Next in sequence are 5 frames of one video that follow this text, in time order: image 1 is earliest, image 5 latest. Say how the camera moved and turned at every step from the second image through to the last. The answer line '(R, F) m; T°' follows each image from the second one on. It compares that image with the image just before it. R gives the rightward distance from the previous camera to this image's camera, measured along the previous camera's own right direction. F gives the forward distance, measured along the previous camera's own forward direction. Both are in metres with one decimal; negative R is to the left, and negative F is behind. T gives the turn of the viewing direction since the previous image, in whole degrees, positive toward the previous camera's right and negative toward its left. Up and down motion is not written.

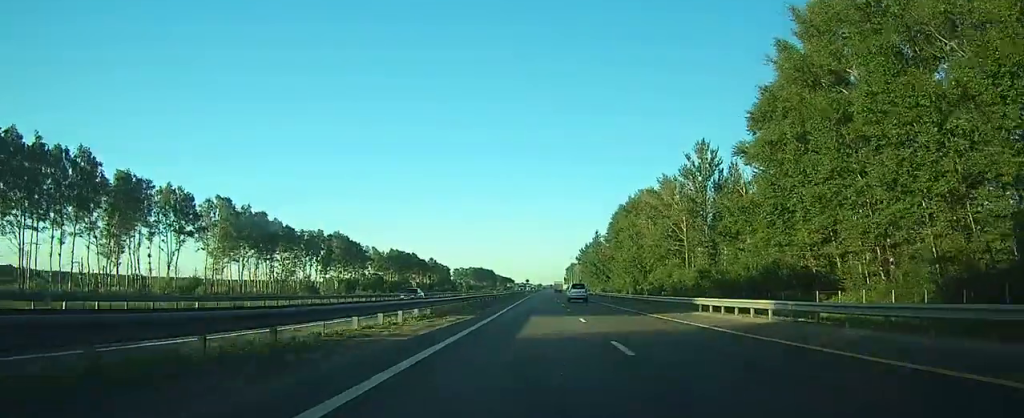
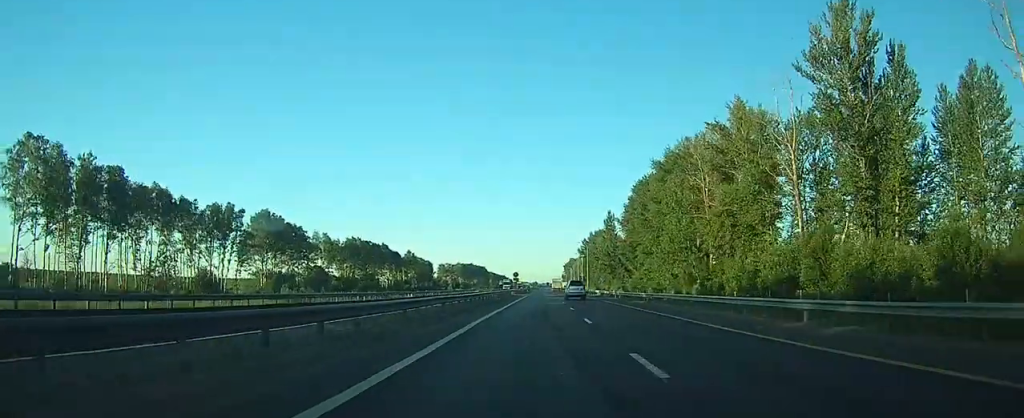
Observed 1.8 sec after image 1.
(+0.2, +51.1) m; 0°
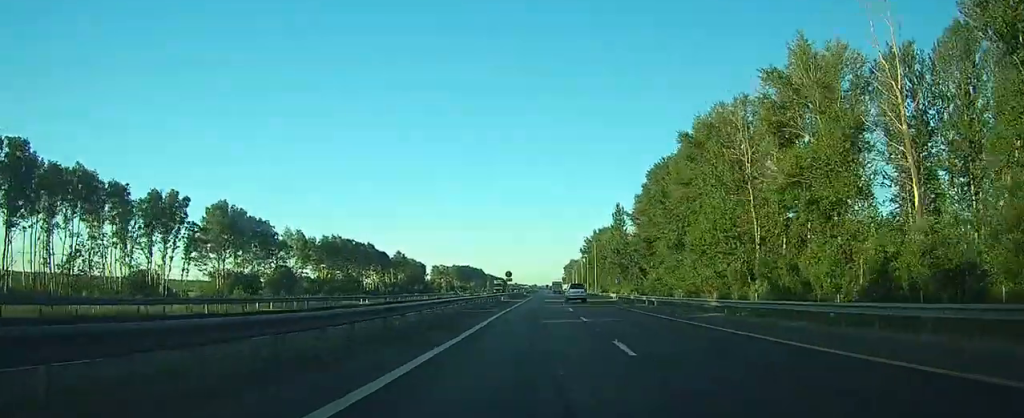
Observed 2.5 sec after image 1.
(0.0, +20.9) m; 0°
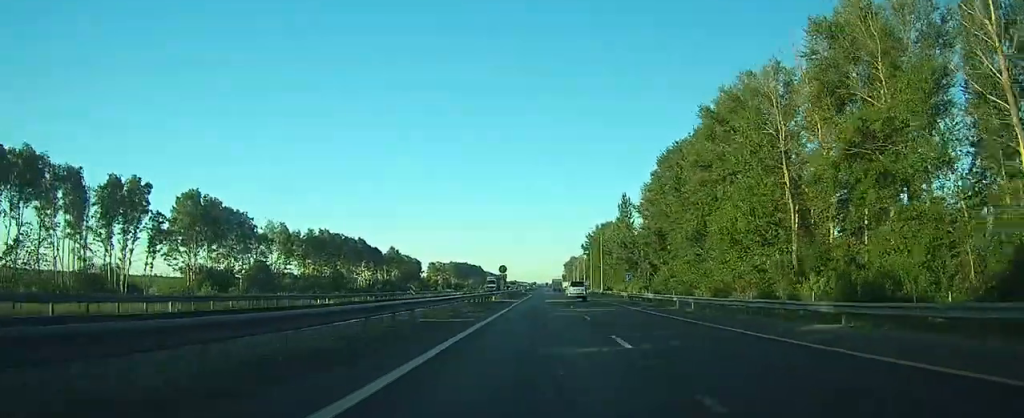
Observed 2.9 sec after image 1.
(0.0, +11.4) m; 0°
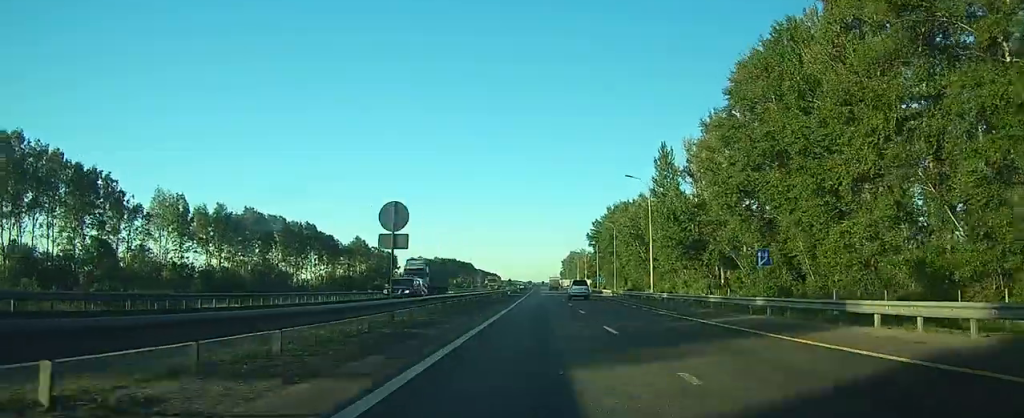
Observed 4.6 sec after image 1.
(+0.1, +47.4) m; 0°
